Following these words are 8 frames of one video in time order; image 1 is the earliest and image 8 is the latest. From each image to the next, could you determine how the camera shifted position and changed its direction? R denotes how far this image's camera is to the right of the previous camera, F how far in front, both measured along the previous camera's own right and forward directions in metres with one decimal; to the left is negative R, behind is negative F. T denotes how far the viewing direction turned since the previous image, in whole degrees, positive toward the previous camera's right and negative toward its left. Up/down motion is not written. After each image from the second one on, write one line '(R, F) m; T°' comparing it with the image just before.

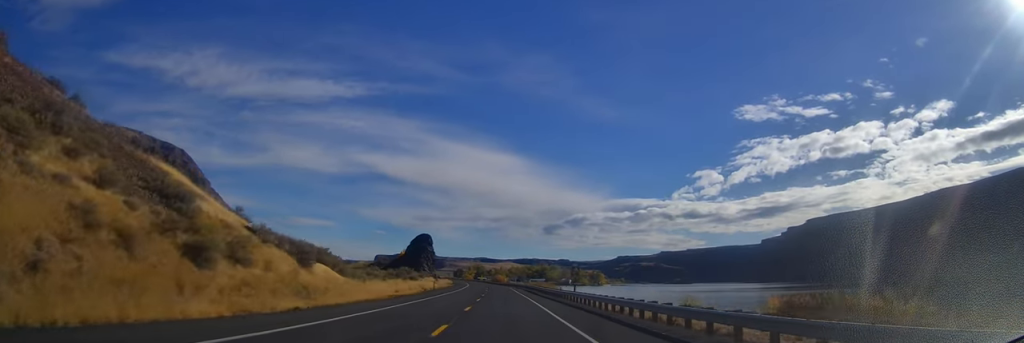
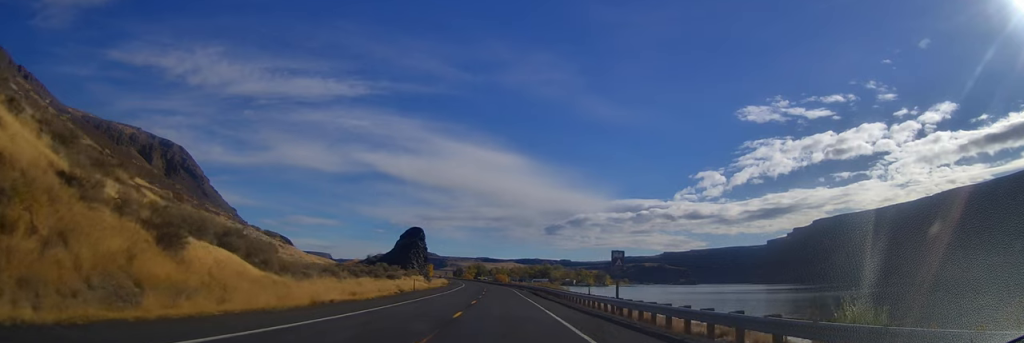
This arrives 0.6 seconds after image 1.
(-0.1, +17.6) m; 0°
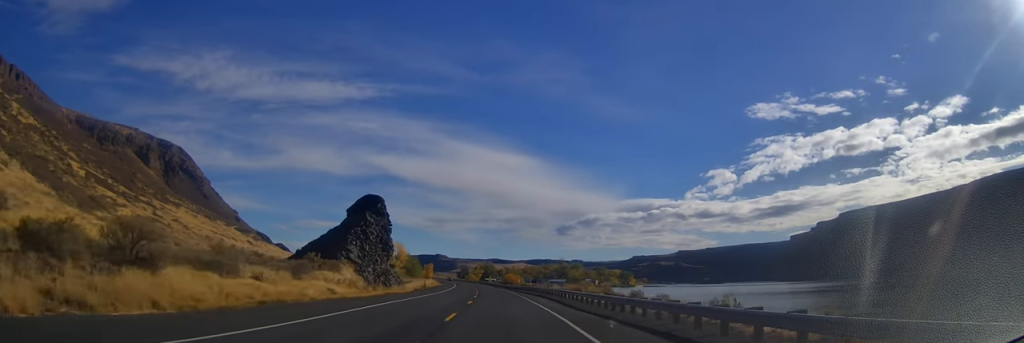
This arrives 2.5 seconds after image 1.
(-0.1, +52.5) m; 0°
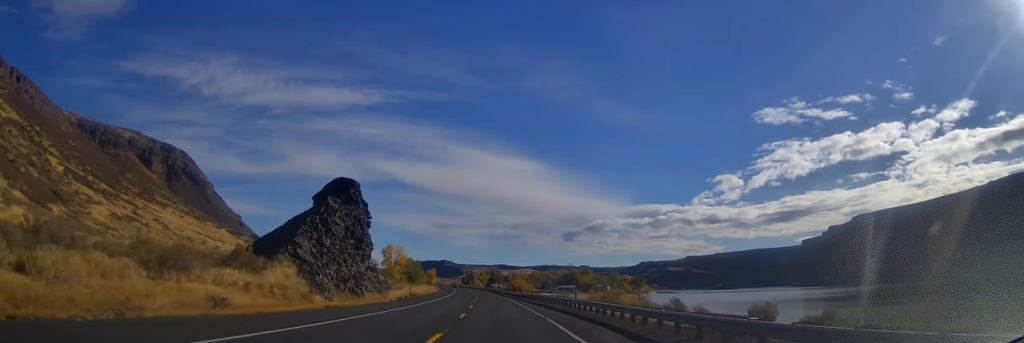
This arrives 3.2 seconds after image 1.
(0.0, +17.4) m; -1°
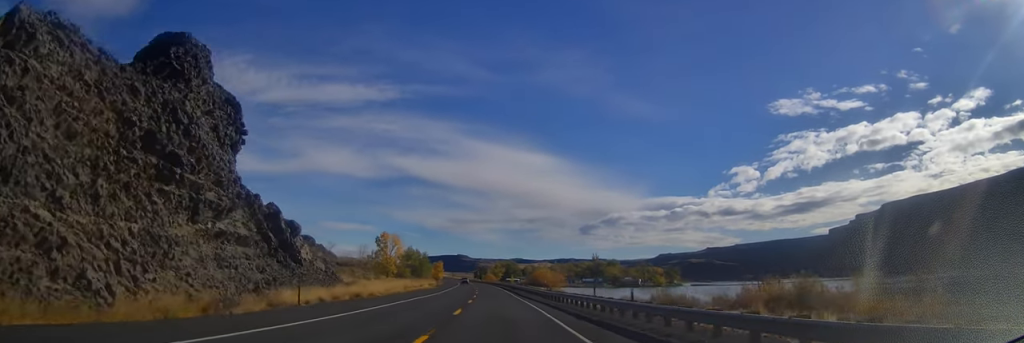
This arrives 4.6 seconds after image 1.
(-0.6, +38.5) m; -3°
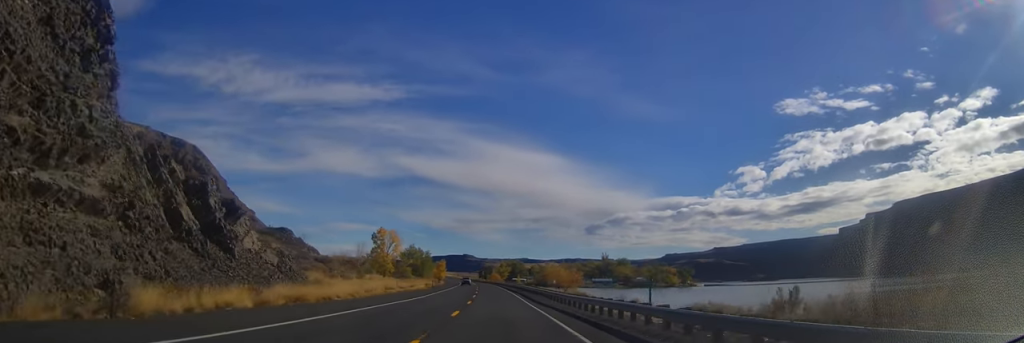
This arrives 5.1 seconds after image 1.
(-0.3, +13.7) m; -1°
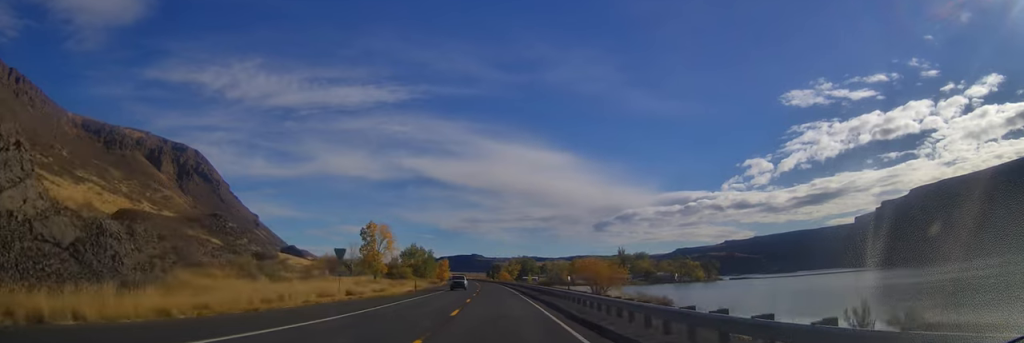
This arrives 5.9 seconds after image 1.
(-0.4, +23.7) m; -1°
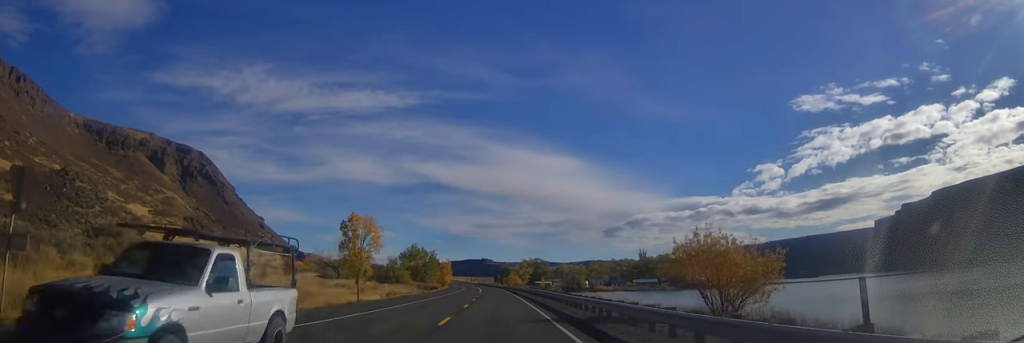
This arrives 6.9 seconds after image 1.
(+0.1, +27.6) m; 0°
